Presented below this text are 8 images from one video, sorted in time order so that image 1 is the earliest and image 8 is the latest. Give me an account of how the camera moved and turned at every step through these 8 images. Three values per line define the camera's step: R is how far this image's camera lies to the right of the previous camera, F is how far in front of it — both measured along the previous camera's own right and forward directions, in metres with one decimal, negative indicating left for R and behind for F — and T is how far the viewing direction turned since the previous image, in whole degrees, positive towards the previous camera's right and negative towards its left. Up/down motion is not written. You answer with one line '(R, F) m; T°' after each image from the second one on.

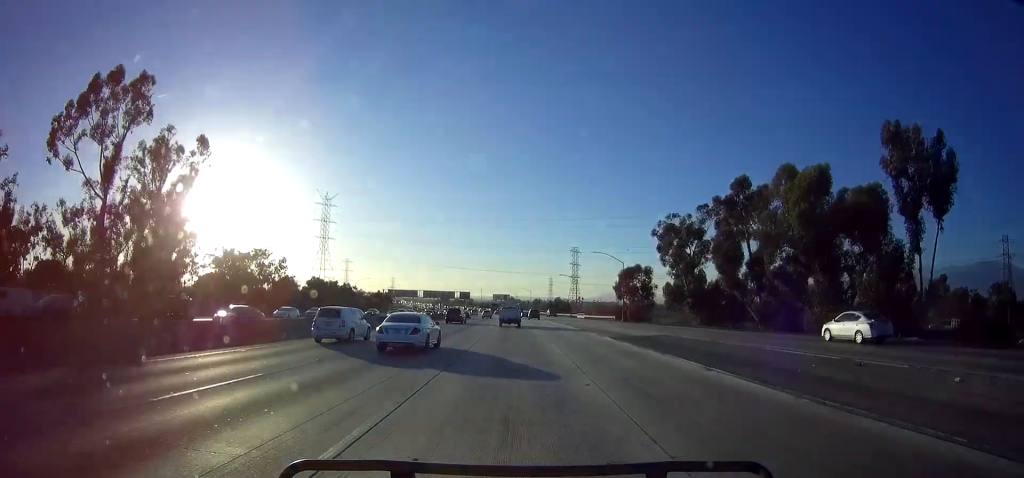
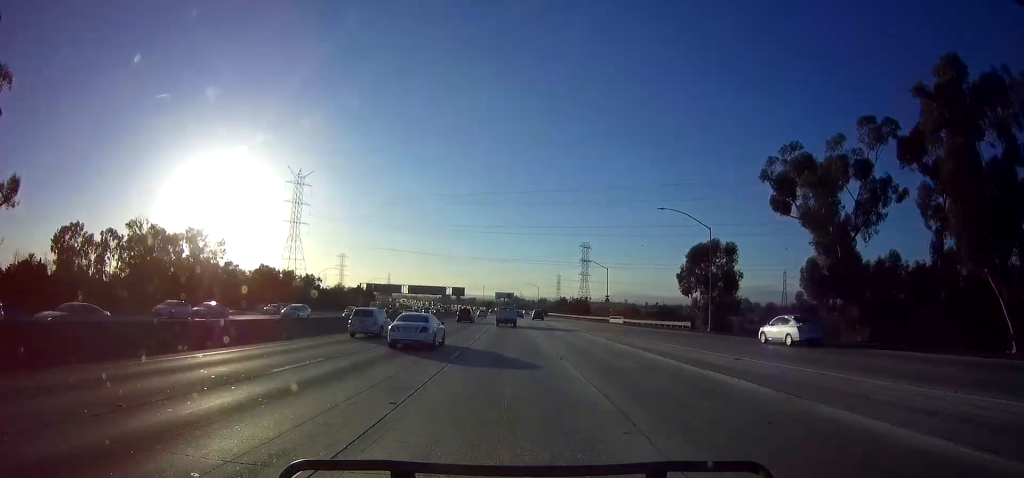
(0.0, +37.9) m; -1°
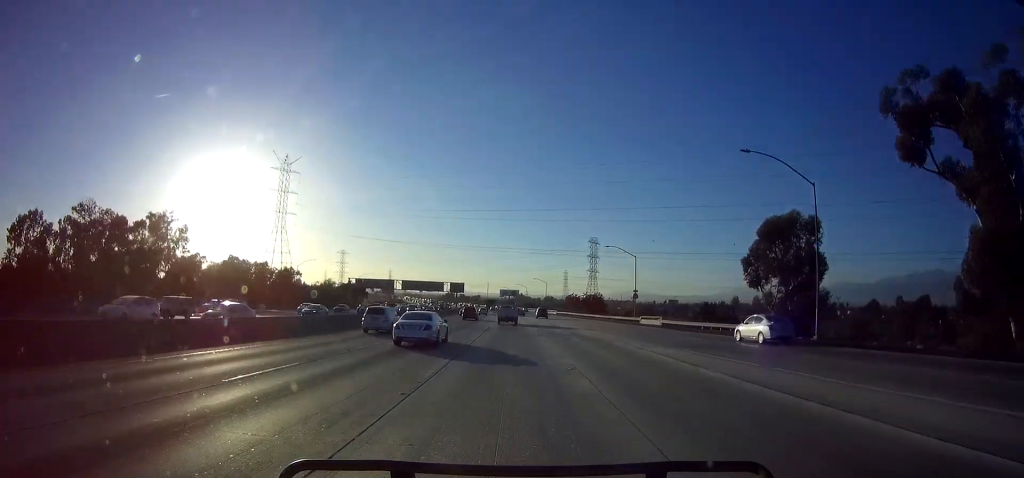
(-0.1, +17.8) m; -1°
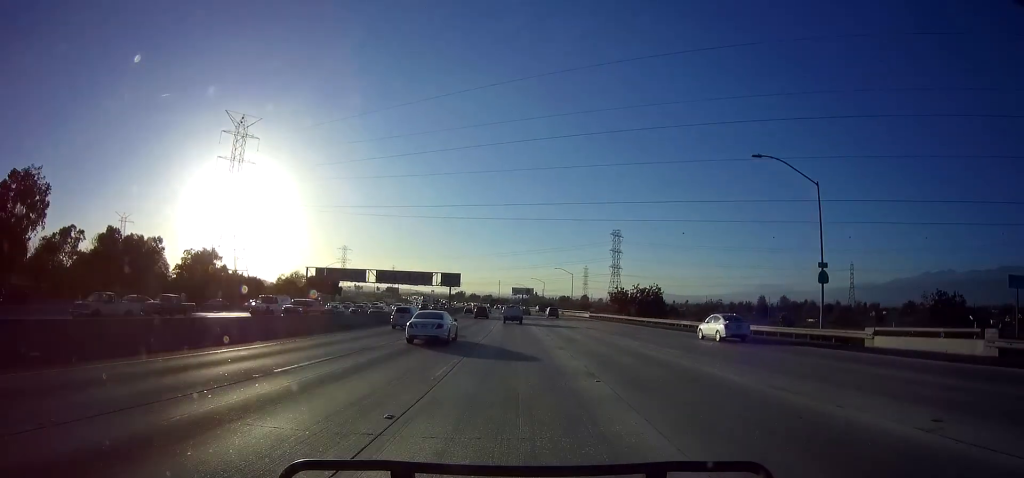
(-0.6, +43.0) m; -1°
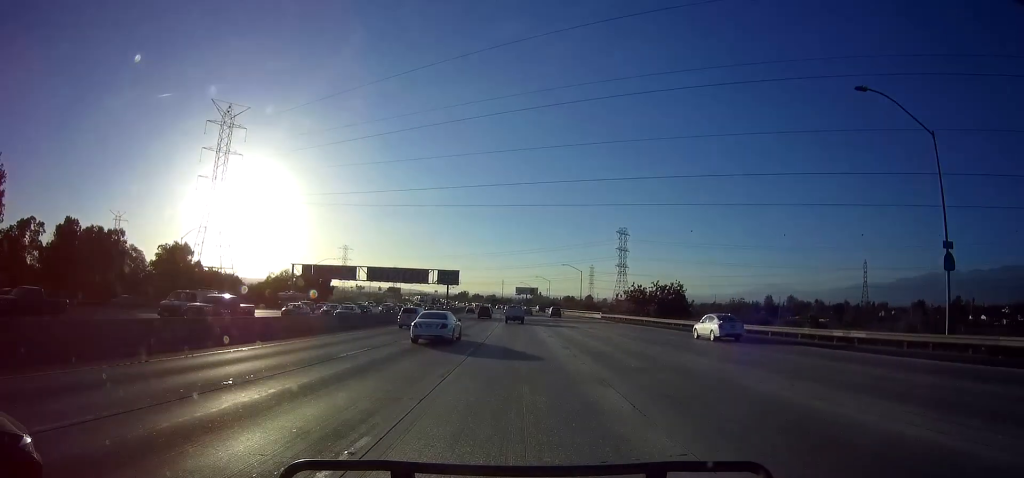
(0.0, +10.0) m; 0°
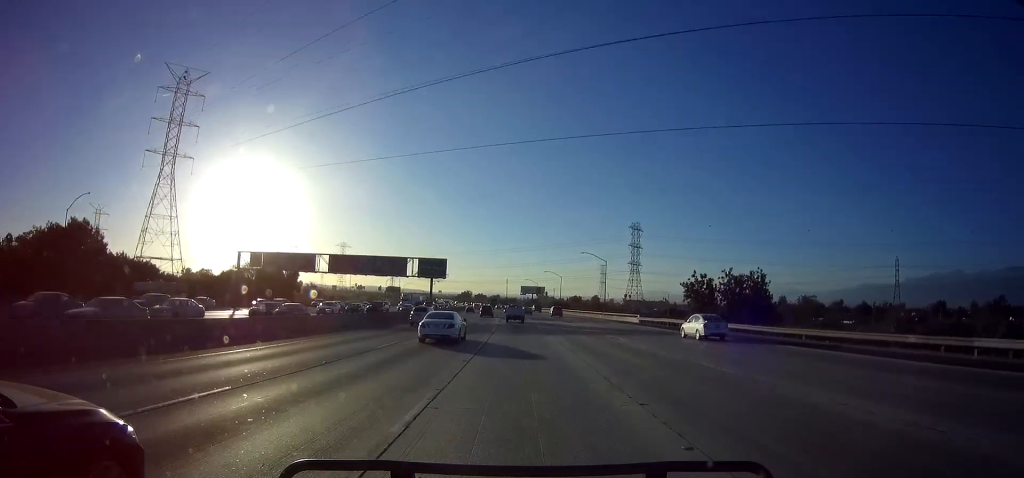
(-0.2, +25.3) m; 0°
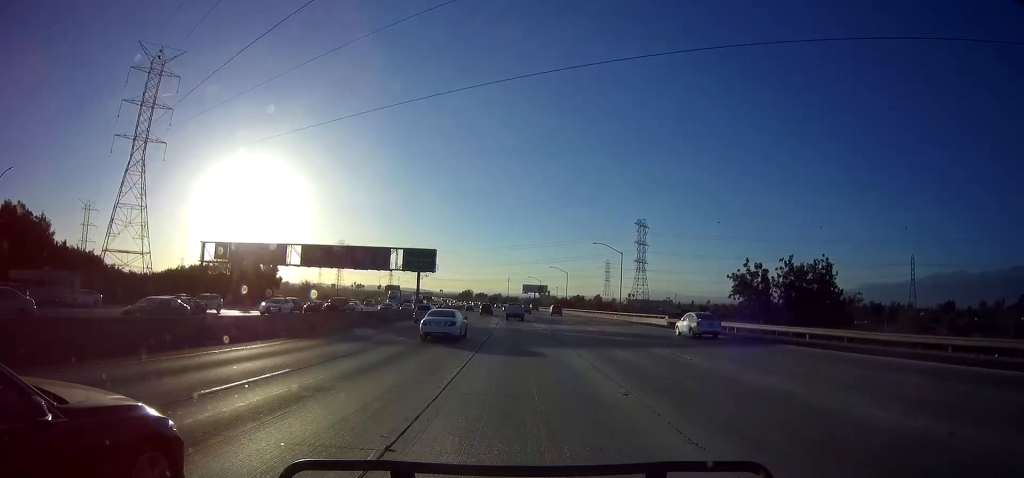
(+0.1, +11.9) m; 0°
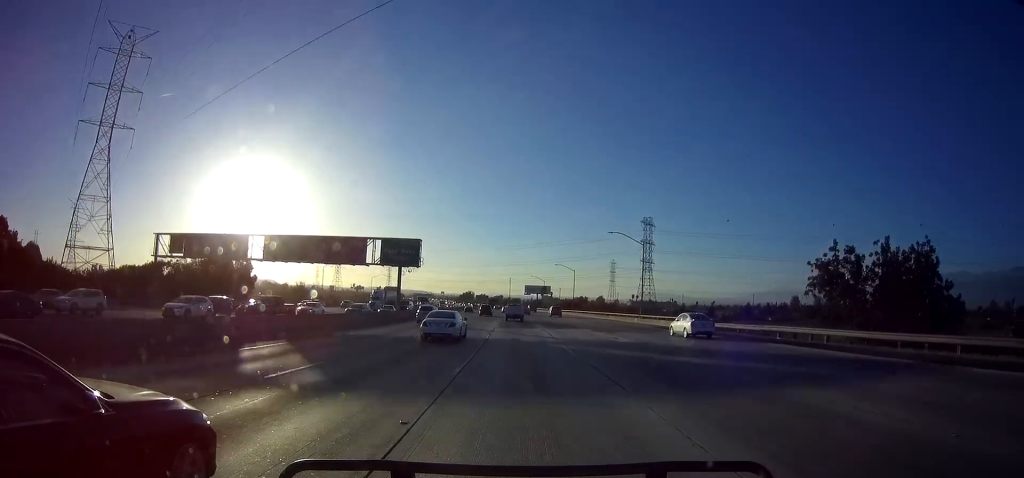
(+0.1, +11.9) m; 0°
